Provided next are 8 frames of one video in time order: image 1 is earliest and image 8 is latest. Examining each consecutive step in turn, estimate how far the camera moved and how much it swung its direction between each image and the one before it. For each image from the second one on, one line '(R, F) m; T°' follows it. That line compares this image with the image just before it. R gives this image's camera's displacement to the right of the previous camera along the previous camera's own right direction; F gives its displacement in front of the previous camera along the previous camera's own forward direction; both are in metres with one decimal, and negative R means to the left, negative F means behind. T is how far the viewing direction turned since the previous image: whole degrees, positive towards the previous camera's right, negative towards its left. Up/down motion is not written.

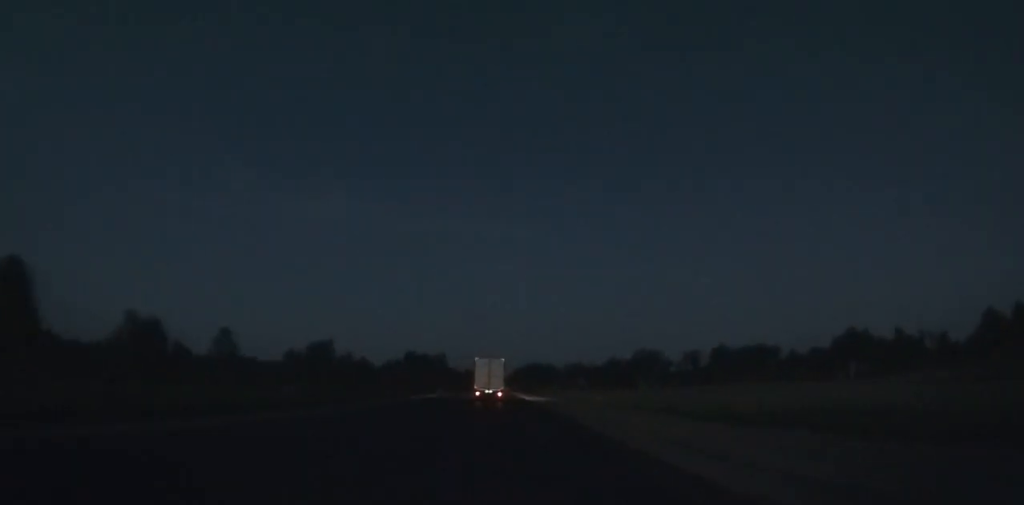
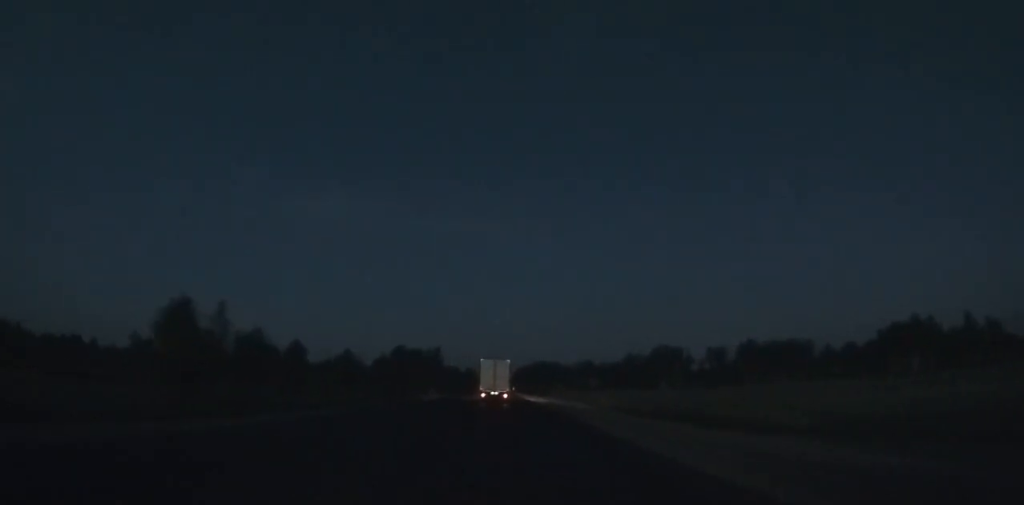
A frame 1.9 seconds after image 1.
(+0.1, +36.7) m; 0°
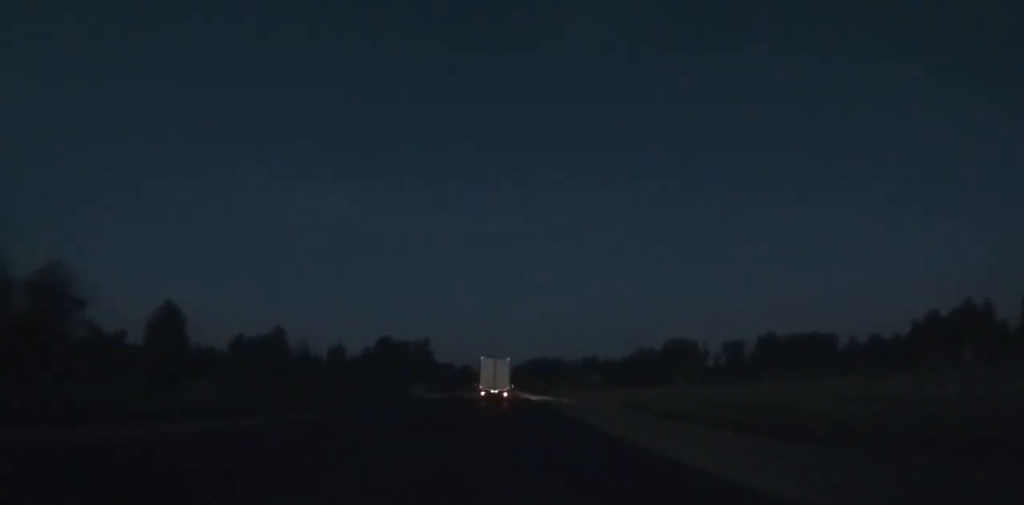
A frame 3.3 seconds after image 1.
(+0.1, +27.2) m; 0°
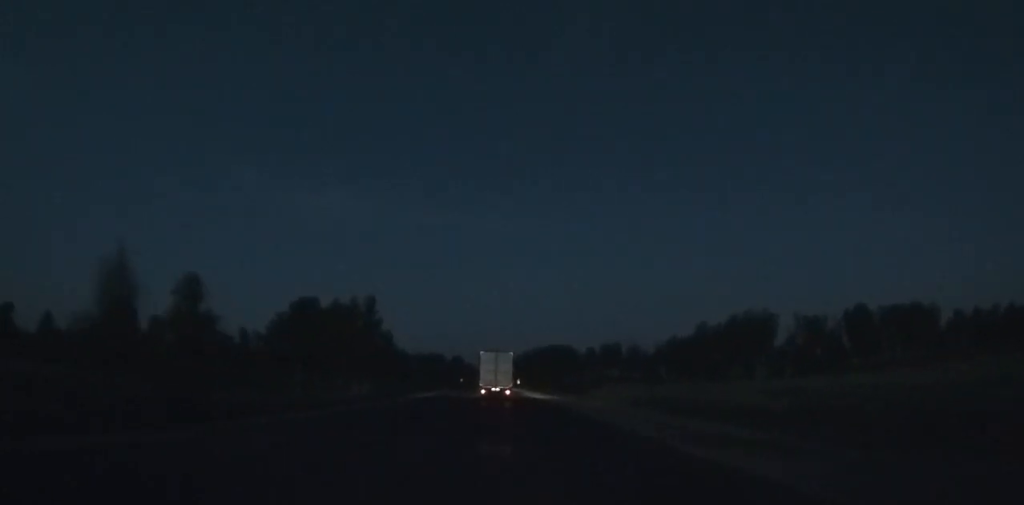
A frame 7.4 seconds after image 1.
(+0.1, +80.5) m; 0°
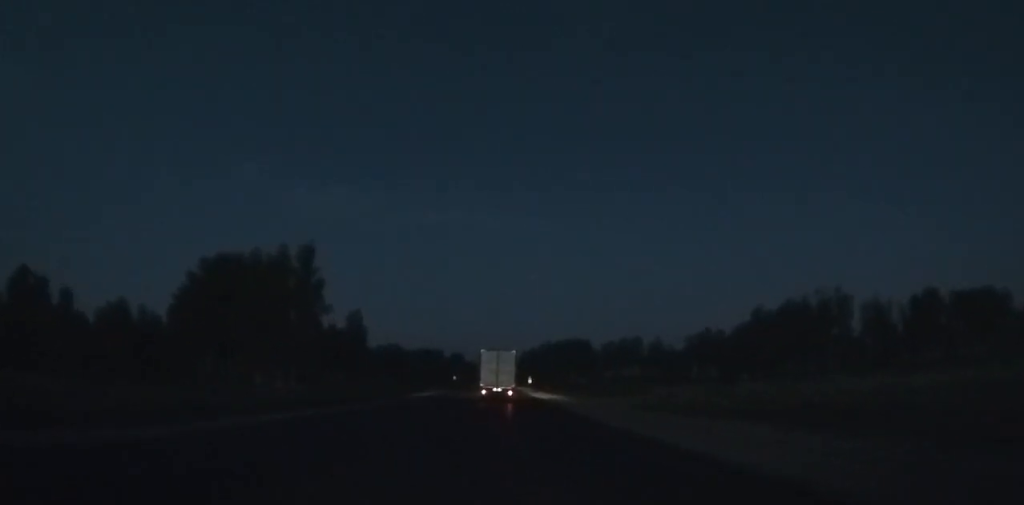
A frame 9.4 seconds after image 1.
(0.0, +39.2) m; 0°
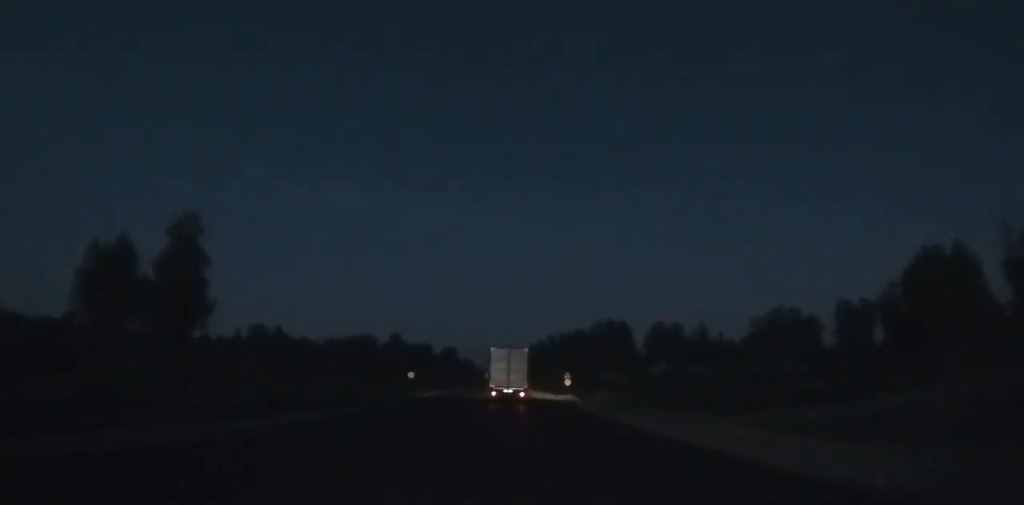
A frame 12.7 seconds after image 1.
(-0.3, +63.9) m; 0°
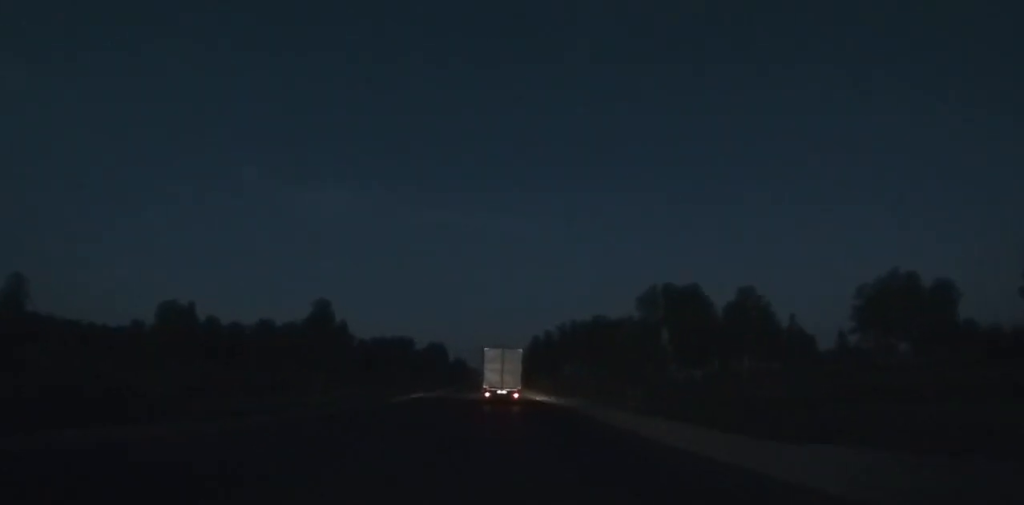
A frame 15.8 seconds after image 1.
(+0.8, +58.9) m; +1°
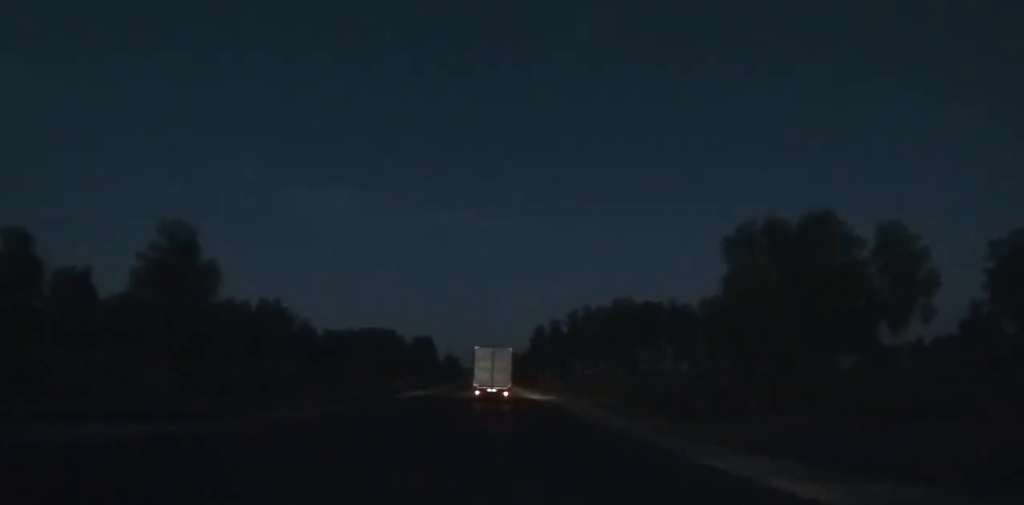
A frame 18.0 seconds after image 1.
(+0.1, +41.3) m; 0°
